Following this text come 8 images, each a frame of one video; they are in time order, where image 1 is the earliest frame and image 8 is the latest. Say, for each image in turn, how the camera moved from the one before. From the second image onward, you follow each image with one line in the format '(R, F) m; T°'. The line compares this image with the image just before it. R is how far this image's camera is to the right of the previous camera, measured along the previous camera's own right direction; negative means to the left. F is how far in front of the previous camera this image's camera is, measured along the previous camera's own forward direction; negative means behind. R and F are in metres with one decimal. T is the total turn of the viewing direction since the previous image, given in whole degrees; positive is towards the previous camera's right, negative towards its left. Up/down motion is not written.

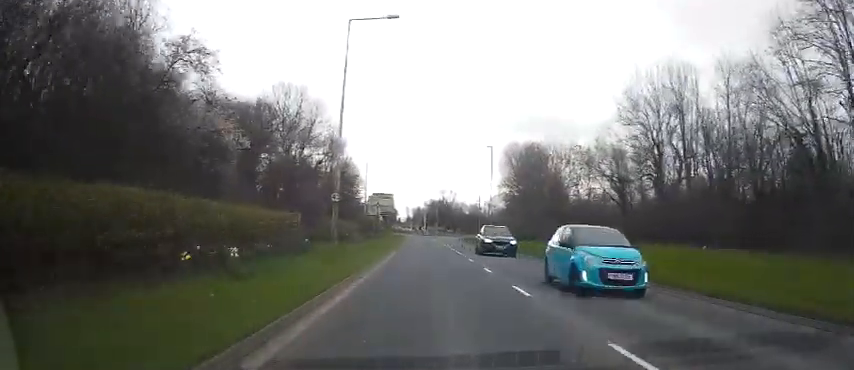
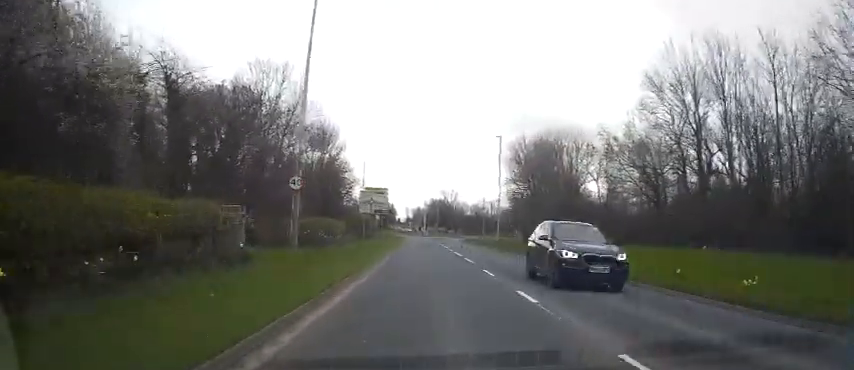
(+0.1, +6.3) m; 0°
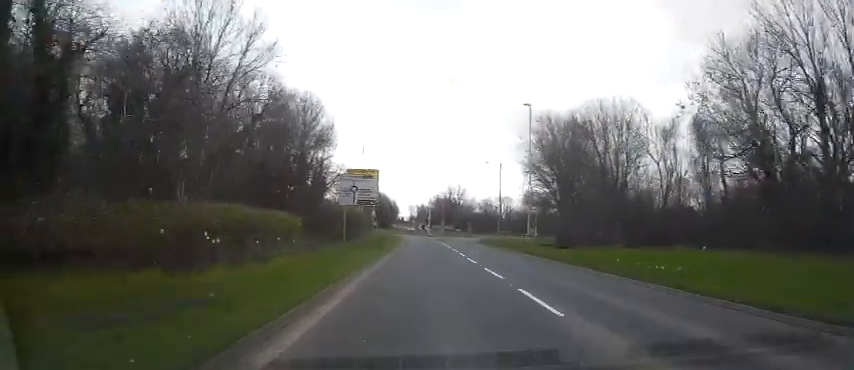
(-0.1, +12.8) m; 0°
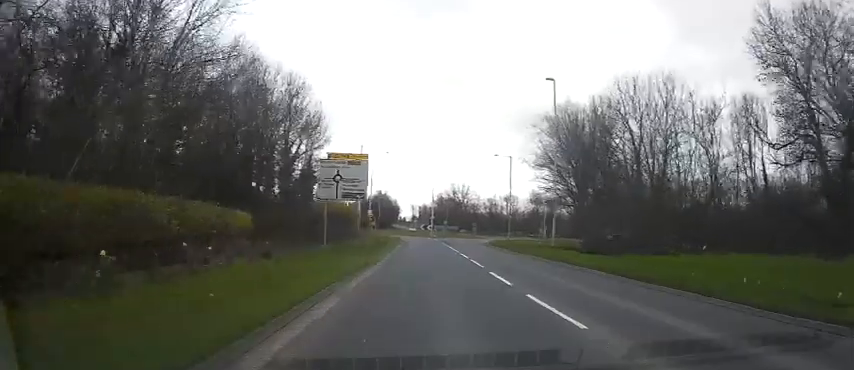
(0.0, +6.6) m; 0°
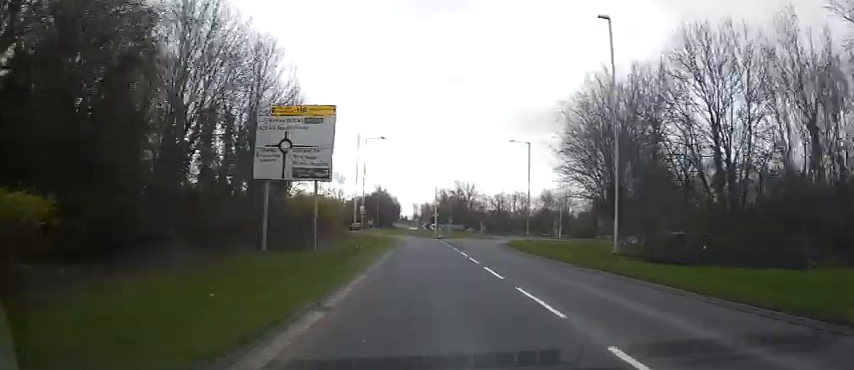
(0.0, +10.0) m; -1°
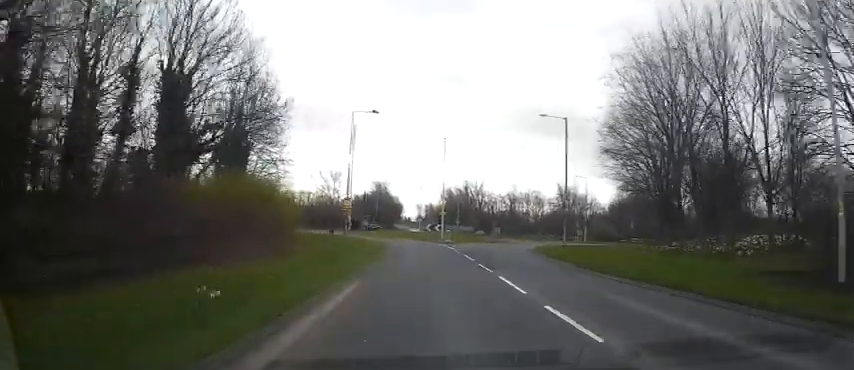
(-0.1, +11.6) m; 0°
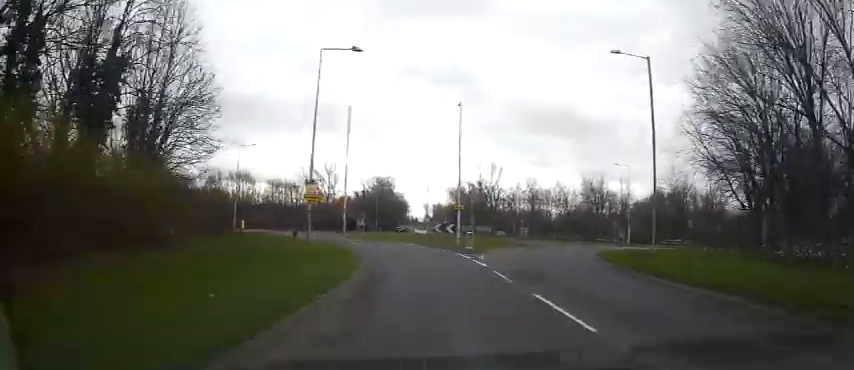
(0.0, +15.1) m; 0°
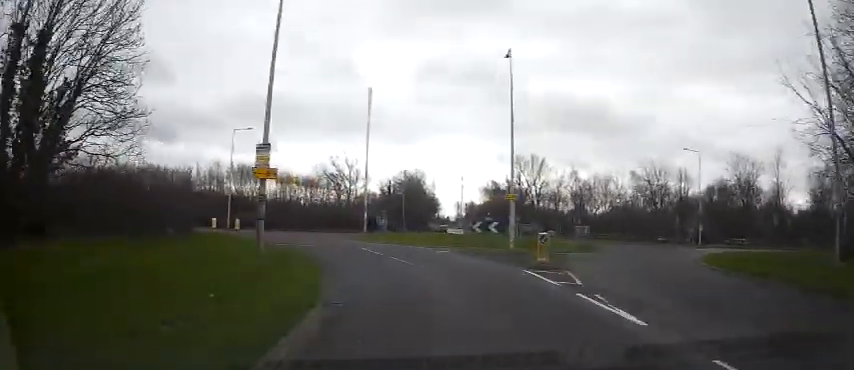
(-0.2, +11.3) m; -4°
